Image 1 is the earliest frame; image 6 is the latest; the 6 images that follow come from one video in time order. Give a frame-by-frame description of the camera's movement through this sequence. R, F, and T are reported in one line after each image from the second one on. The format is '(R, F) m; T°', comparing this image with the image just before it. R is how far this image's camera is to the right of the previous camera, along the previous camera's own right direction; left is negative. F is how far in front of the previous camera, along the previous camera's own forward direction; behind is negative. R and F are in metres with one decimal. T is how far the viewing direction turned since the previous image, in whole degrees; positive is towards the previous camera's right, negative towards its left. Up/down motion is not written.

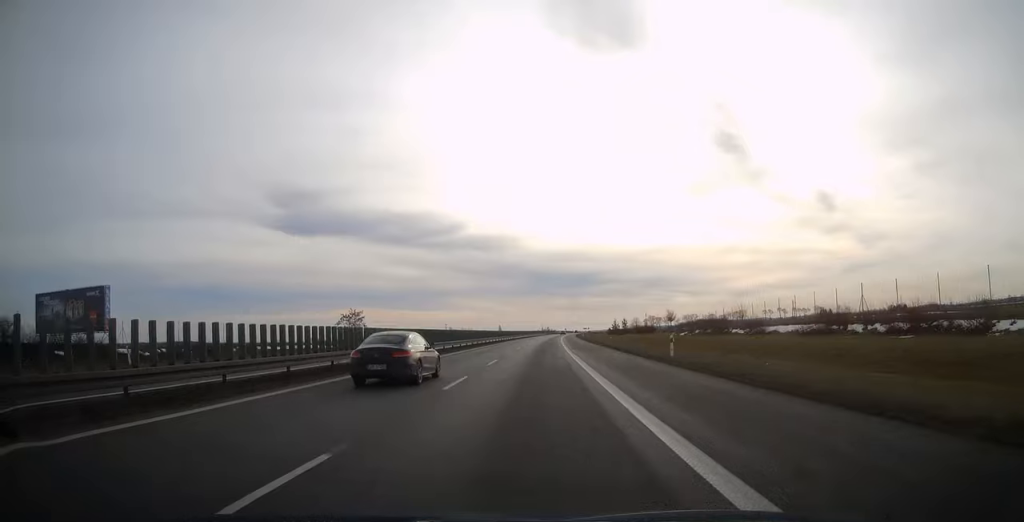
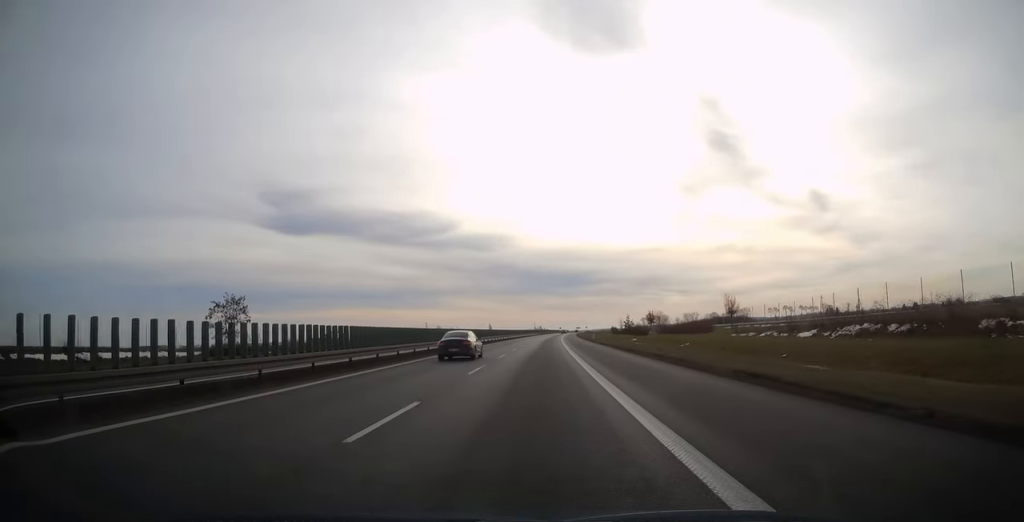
(+0.3, +41.8) m; +1°
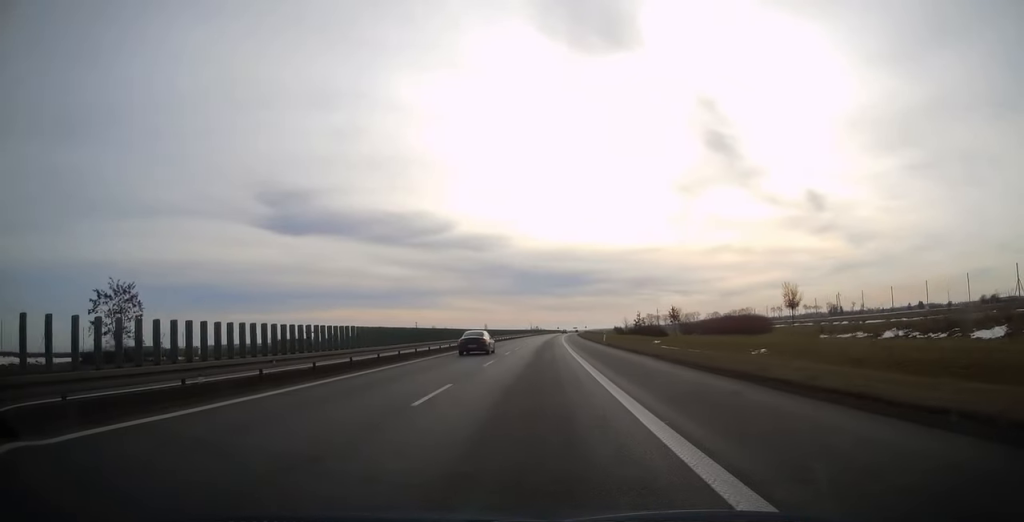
(+0.2, +19.9) m; 0°
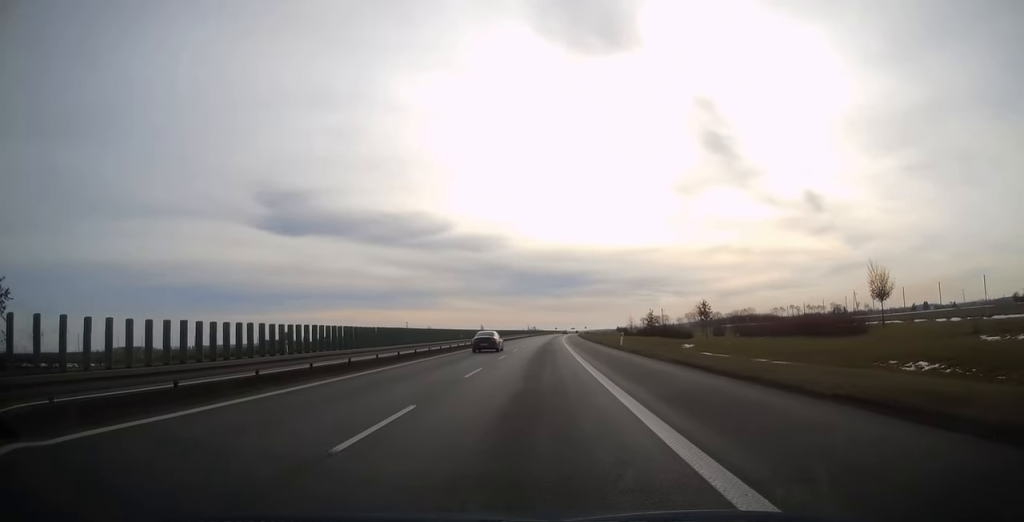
(0.0, +16.3) m; 0°
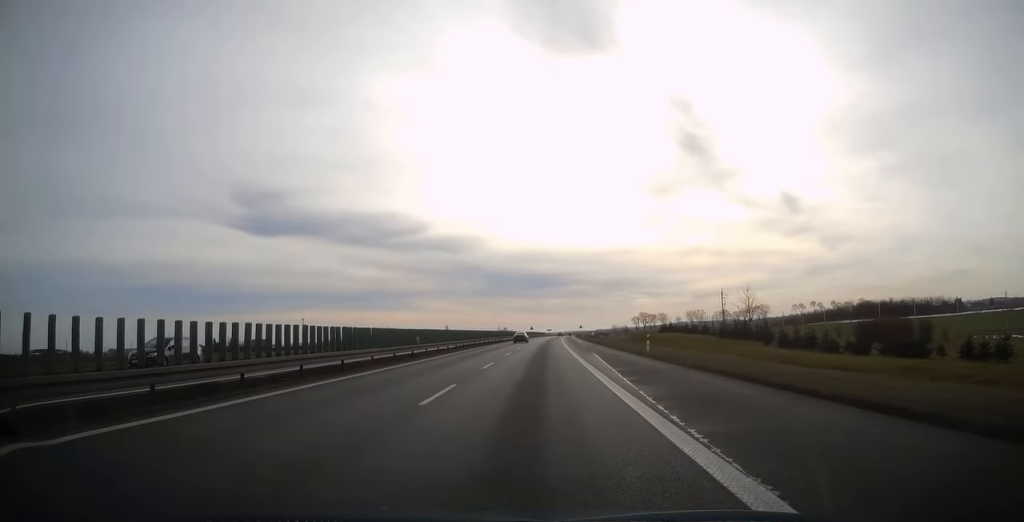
(+2.3, +112.6) m; +2°
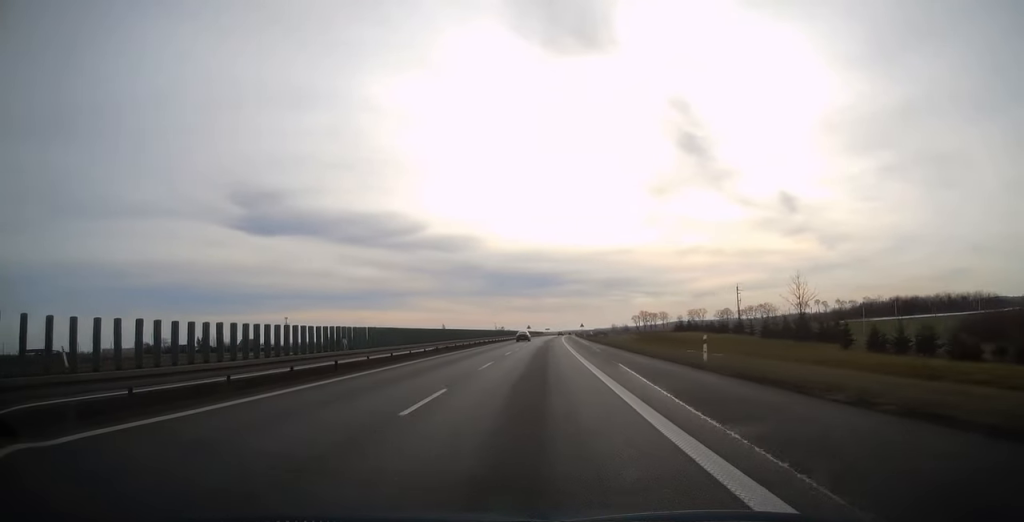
(0.0, +12.8) m; 0°
